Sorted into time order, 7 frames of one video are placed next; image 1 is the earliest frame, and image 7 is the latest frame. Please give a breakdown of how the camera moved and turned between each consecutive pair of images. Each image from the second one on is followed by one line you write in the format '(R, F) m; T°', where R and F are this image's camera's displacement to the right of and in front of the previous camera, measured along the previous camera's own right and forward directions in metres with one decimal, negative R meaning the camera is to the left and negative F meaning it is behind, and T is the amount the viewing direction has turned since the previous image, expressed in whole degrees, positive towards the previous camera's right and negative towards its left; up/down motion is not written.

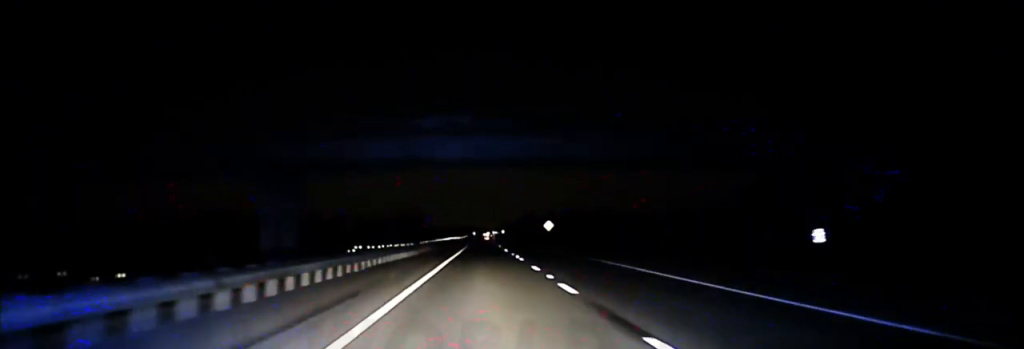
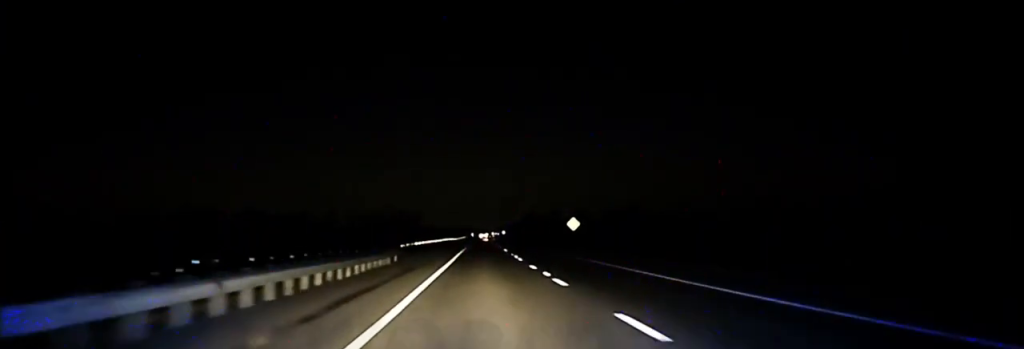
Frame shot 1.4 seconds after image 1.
(+0.5, +42.6) m; +1°
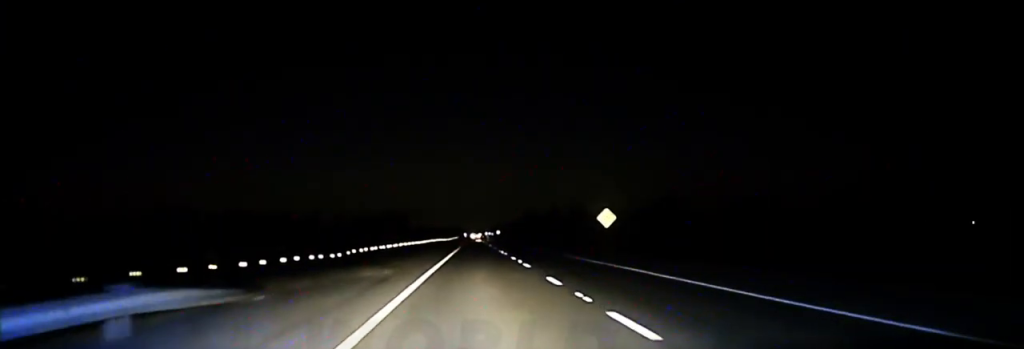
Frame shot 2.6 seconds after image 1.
(-0.4, +35.1) m; 0°
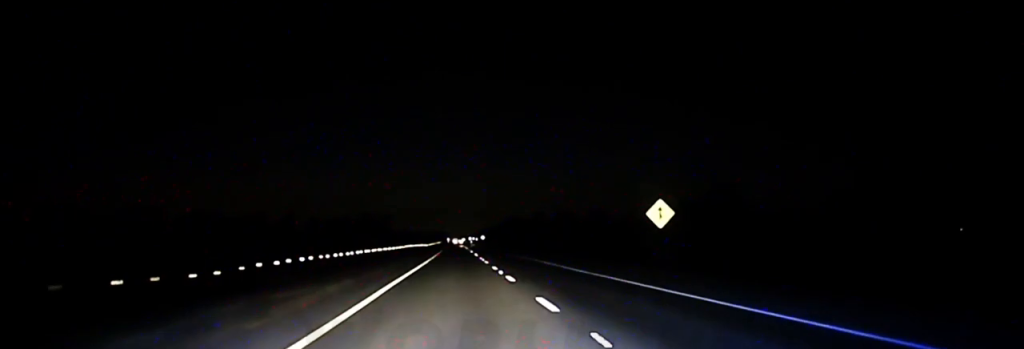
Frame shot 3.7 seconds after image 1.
(+0.6, +30.0) m; +1°
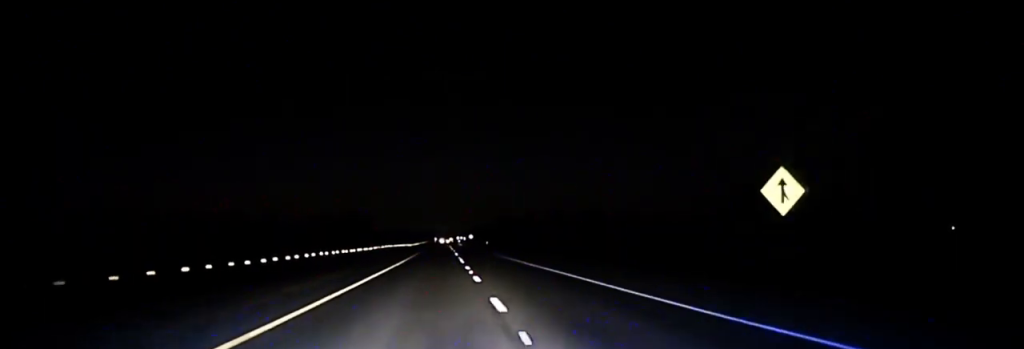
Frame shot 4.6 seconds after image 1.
(-0.3, +23.7) m; +1°
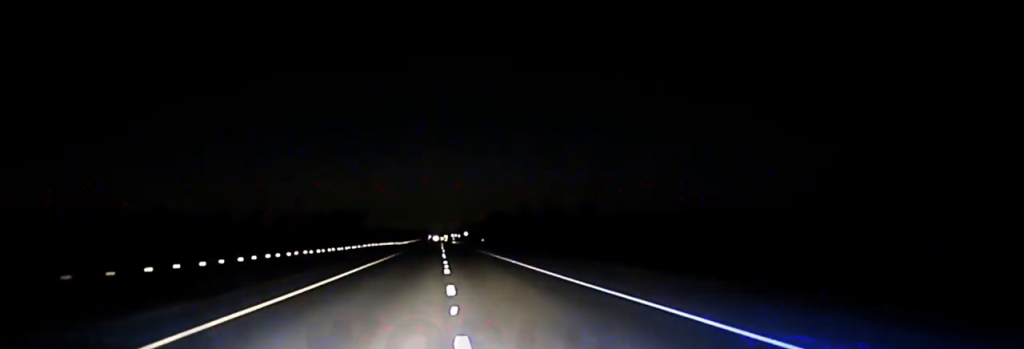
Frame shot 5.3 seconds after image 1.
(+0.5, +20.0) m; +1°
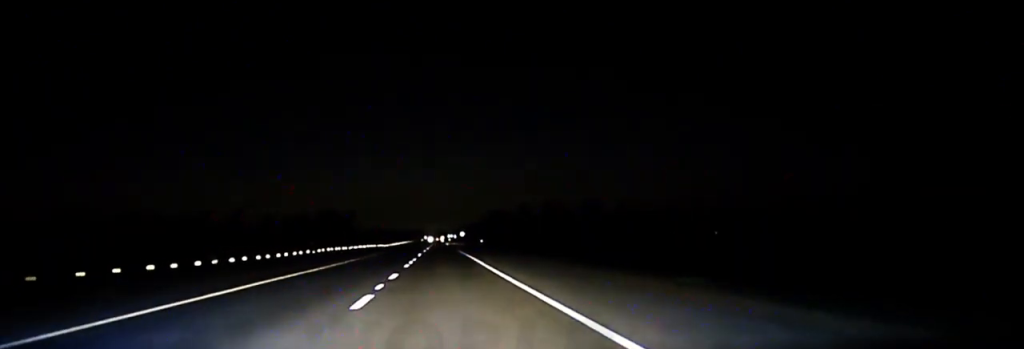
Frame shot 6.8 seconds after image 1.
(0.0, +39.6) m; -1°
